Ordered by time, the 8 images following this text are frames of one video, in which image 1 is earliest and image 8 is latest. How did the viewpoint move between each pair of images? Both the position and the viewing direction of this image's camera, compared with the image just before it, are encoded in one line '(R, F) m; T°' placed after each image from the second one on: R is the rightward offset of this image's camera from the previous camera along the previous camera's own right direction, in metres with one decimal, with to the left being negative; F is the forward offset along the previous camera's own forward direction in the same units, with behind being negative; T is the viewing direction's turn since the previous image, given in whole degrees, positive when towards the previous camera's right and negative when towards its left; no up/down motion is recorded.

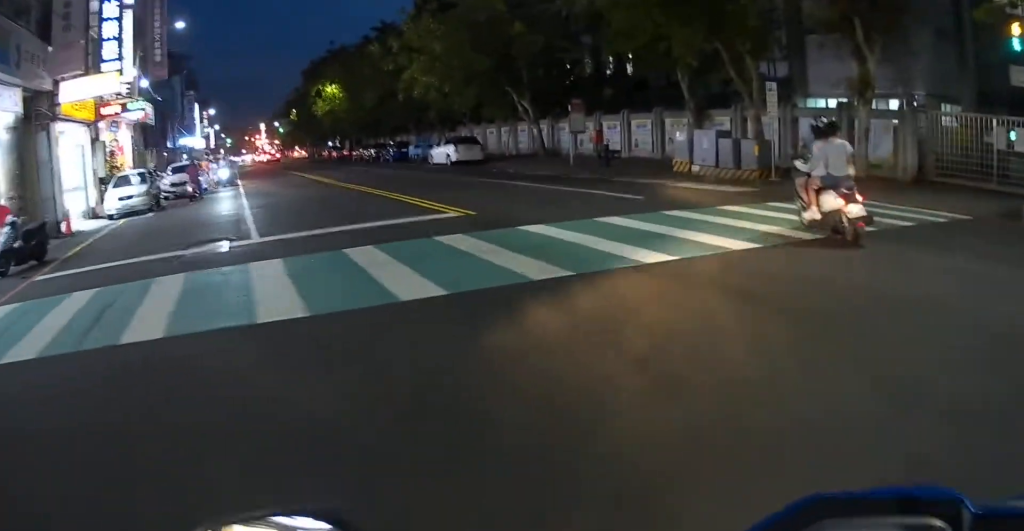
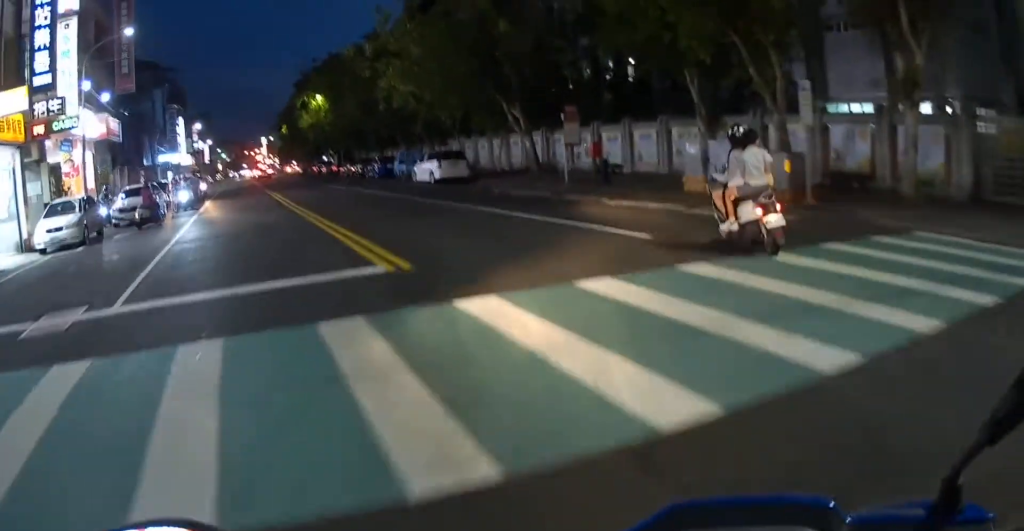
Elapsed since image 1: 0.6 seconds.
(+0.1, +2.3) m; -7°
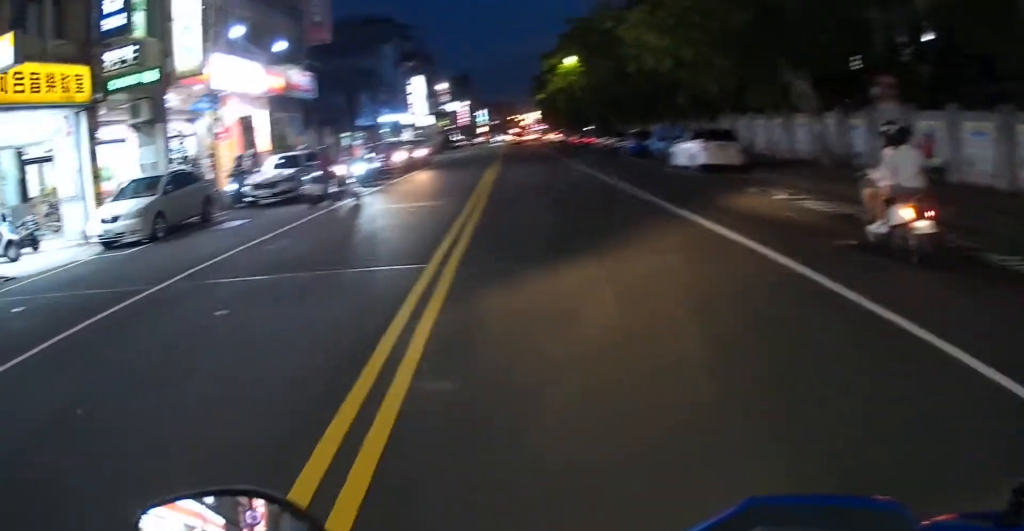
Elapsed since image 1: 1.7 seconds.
(-0.8, +5.7) m; -17°
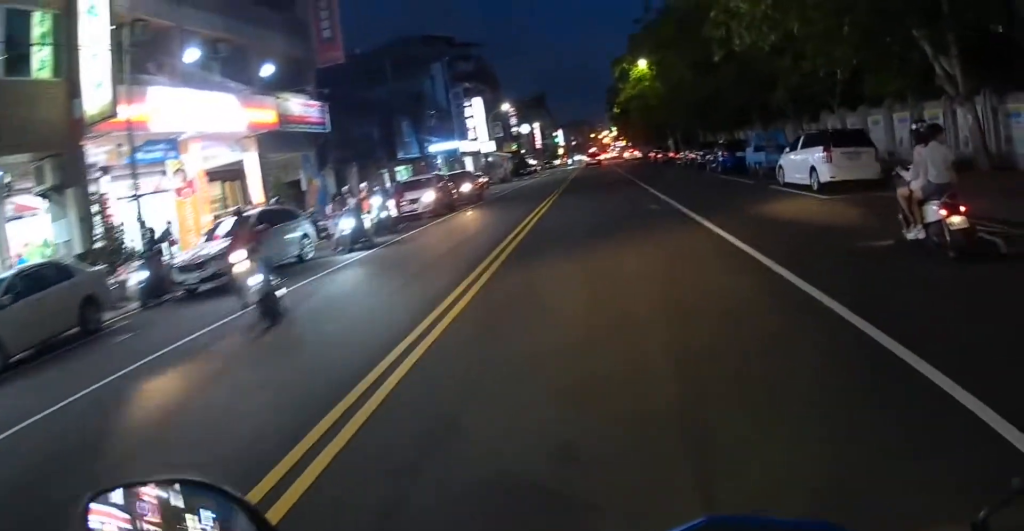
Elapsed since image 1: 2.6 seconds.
(-0.6, +6.0) m; -13°
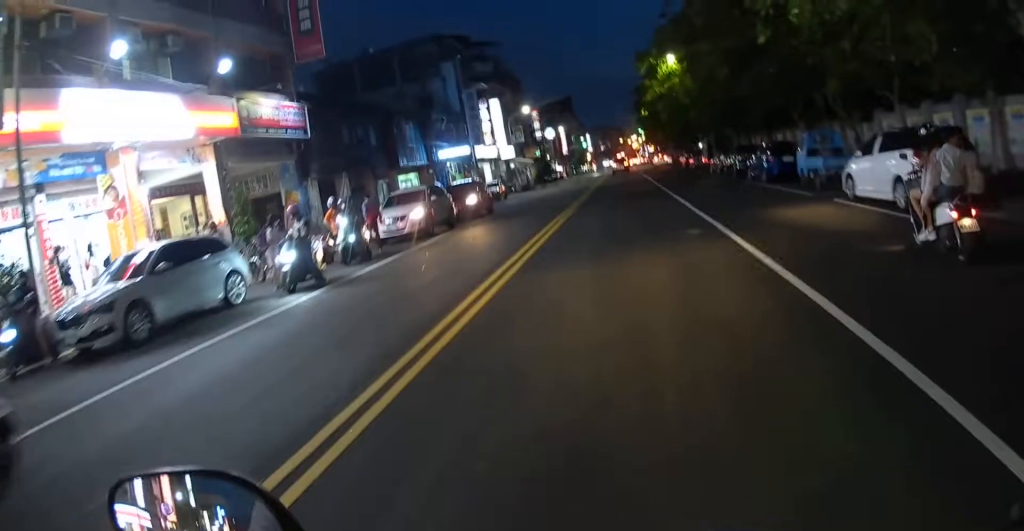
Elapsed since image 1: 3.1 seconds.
(-0.5, +3.9) m; -4°
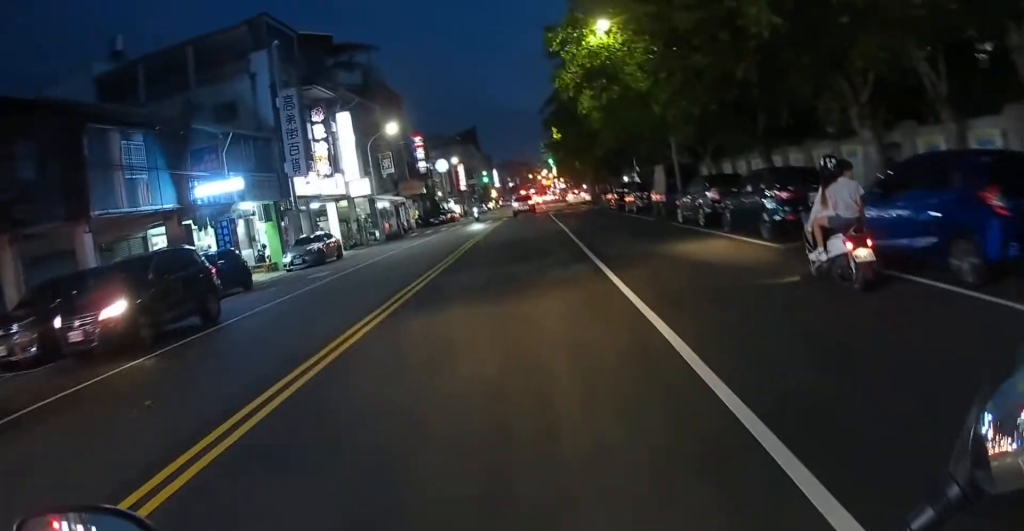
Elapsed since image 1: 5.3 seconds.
(-1.9, +17.1) m; -11°
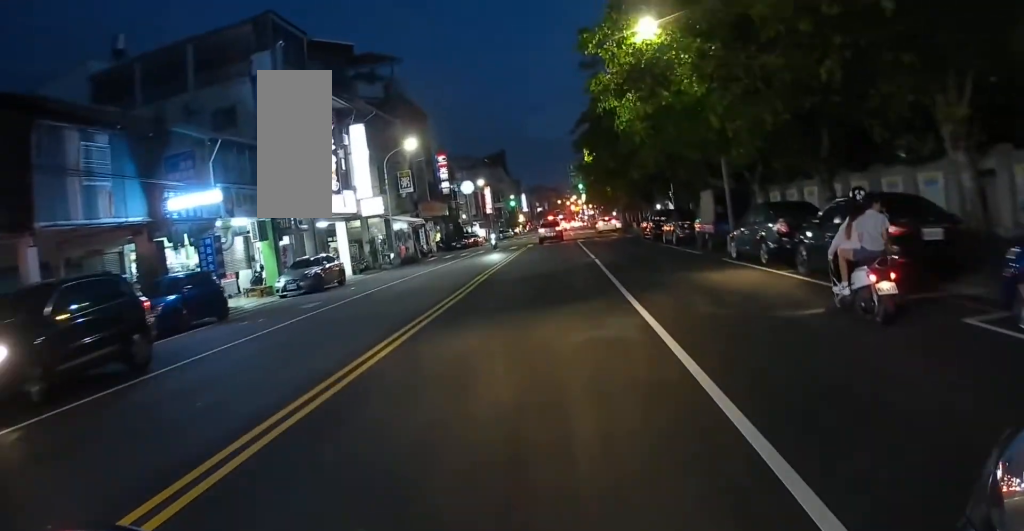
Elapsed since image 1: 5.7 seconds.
(-0.1, +3.4) m; -2°
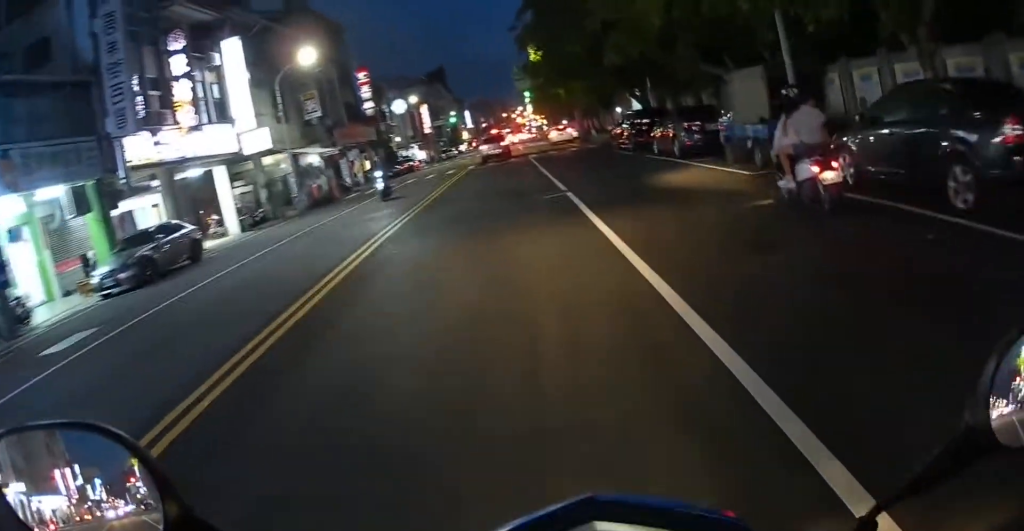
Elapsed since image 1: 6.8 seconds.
(-0.1, +9.5) m; 0°
